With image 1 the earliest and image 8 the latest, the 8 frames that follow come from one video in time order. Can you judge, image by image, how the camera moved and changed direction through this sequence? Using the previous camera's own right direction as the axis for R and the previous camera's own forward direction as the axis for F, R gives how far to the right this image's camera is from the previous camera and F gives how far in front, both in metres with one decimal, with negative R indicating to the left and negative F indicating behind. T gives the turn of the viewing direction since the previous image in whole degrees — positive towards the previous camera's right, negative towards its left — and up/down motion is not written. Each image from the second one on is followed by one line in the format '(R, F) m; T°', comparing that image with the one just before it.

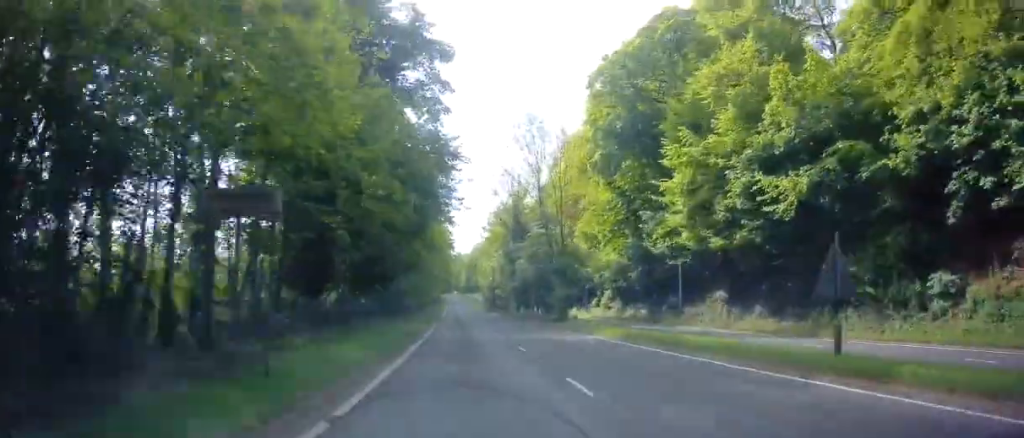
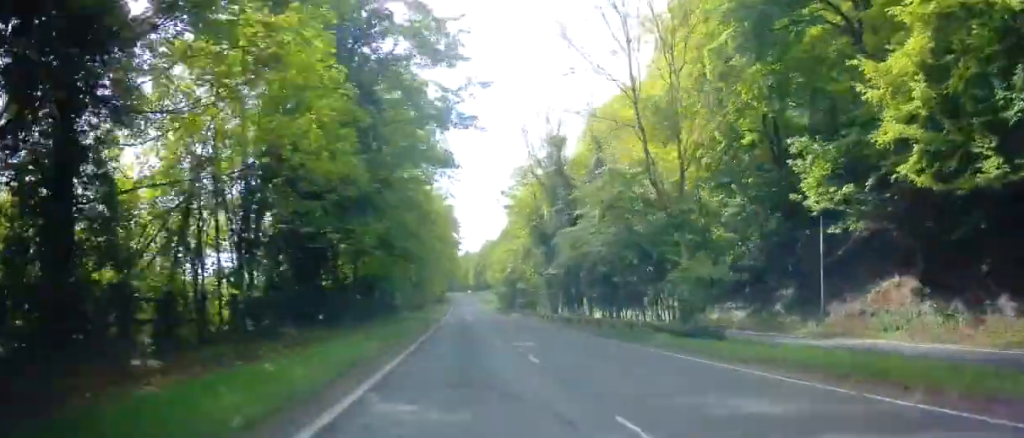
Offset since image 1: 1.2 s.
(-0.3, +21.9) m; -2°
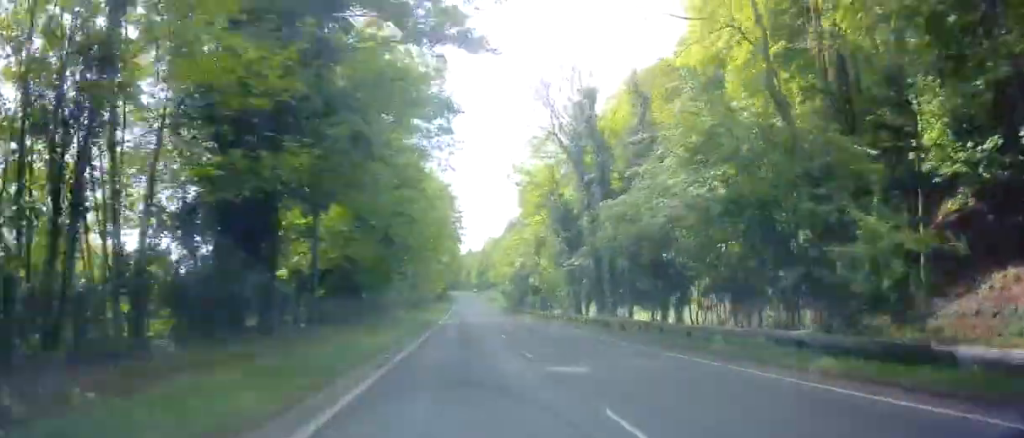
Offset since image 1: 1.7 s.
(-0.1, +8.5) m; 0°
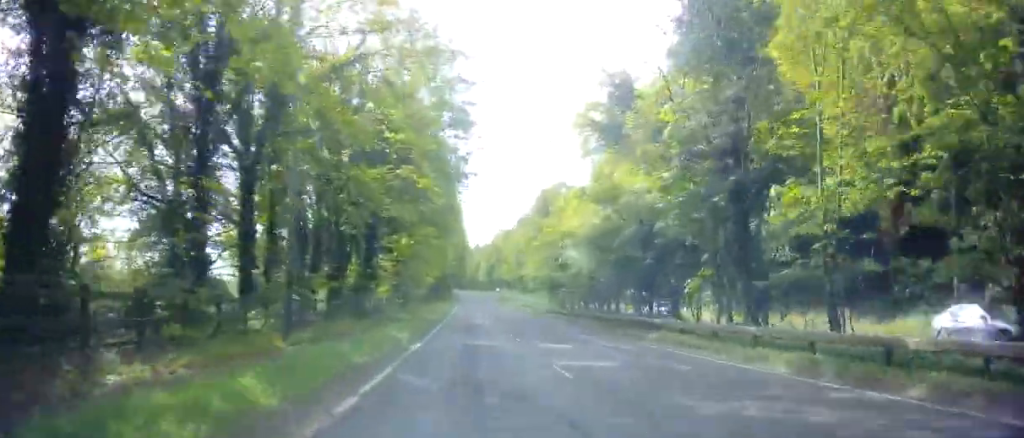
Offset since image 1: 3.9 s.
(0.0, +40.1) m; 0°
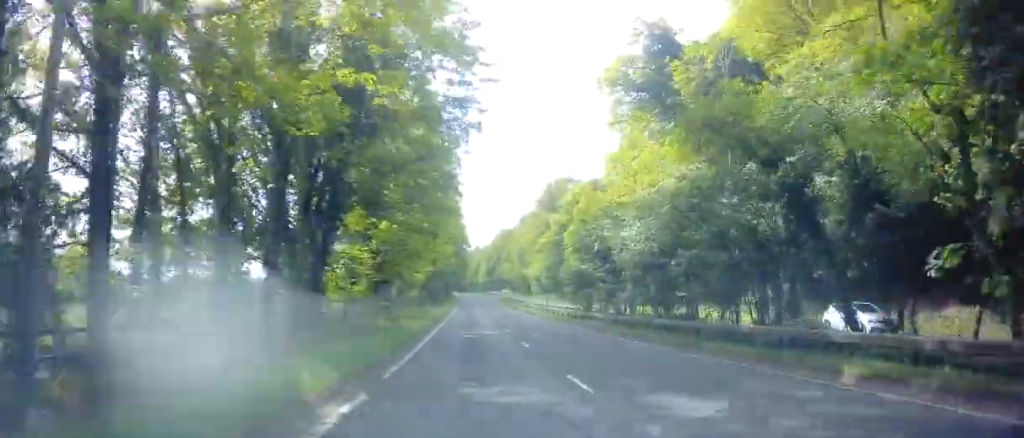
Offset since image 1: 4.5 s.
(+0.1, +10.8) m; -1°
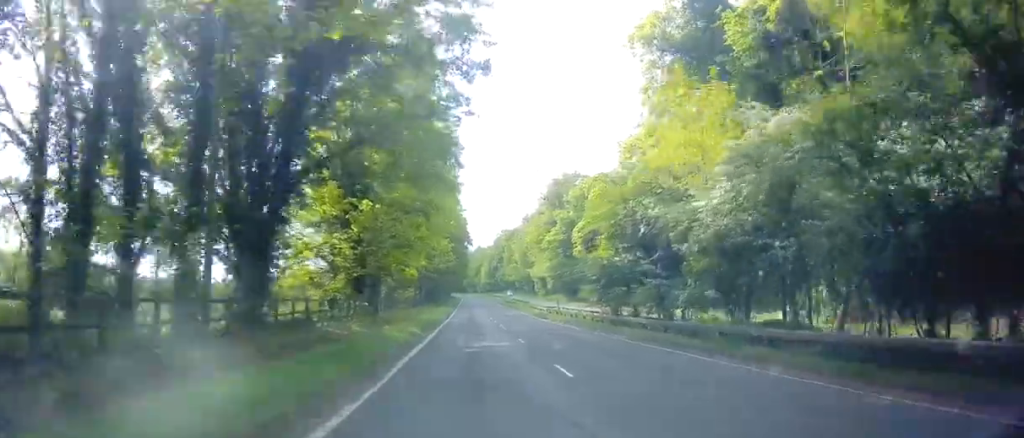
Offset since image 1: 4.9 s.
(-0.1, +7.0) m; 0°
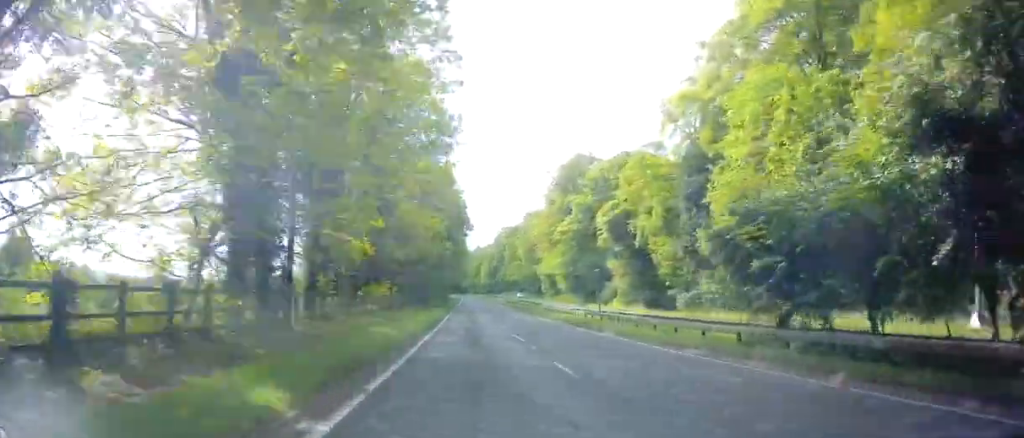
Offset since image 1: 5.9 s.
(-0.2, +17.4) m; 0°
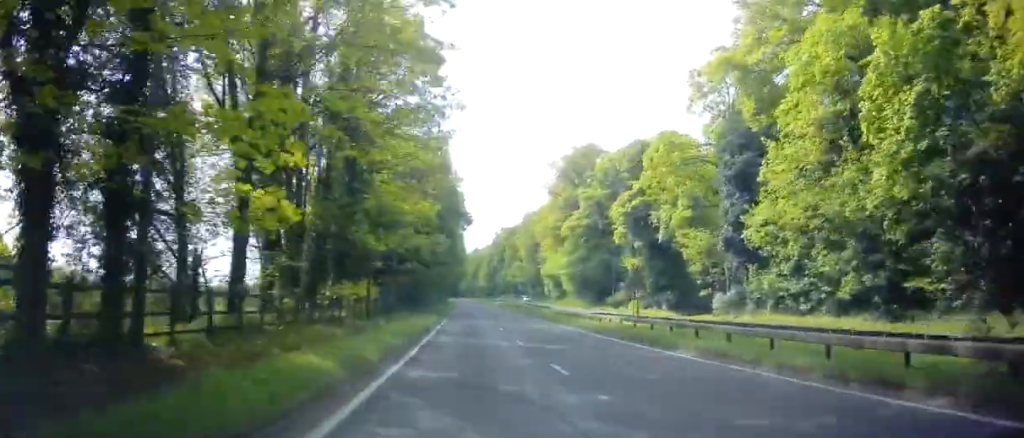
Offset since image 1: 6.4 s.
(-0.1, +8.6) m; +1°
